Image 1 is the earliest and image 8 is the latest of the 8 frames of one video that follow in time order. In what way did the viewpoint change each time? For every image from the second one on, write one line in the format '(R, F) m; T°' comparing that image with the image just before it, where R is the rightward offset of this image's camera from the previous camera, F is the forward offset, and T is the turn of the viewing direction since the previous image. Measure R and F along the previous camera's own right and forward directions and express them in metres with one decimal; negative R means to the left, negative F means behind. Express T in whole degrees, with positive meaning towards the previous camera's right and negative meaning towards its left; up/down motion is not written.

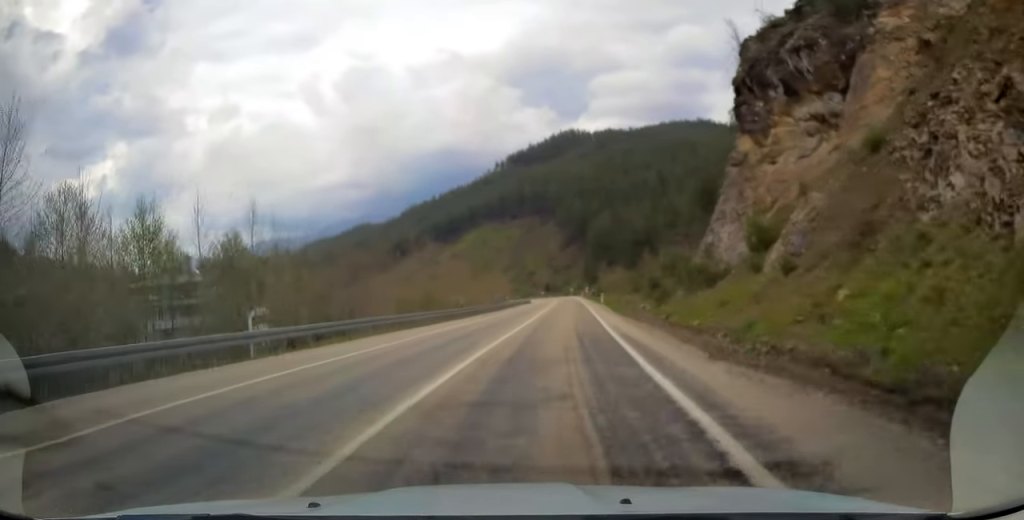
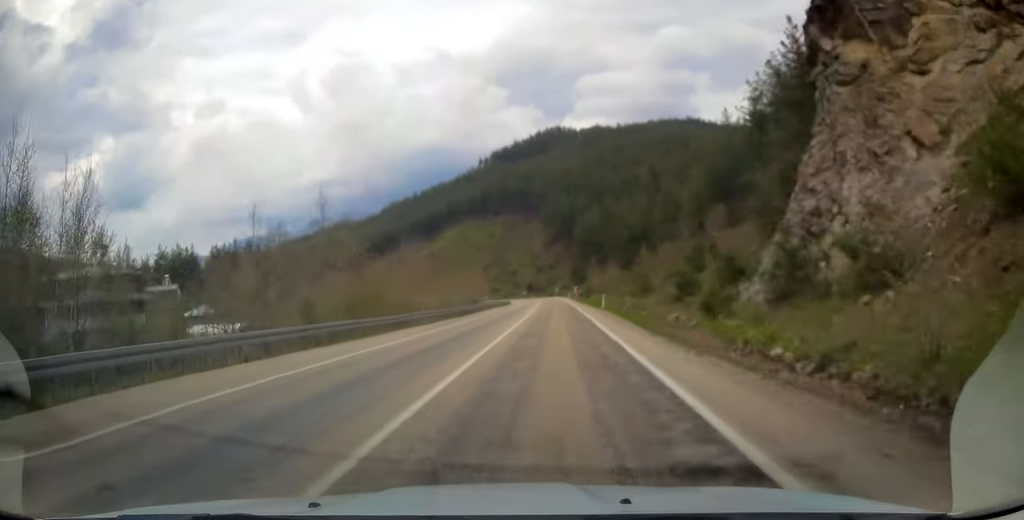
(+0.4, +16.5) m; +2°
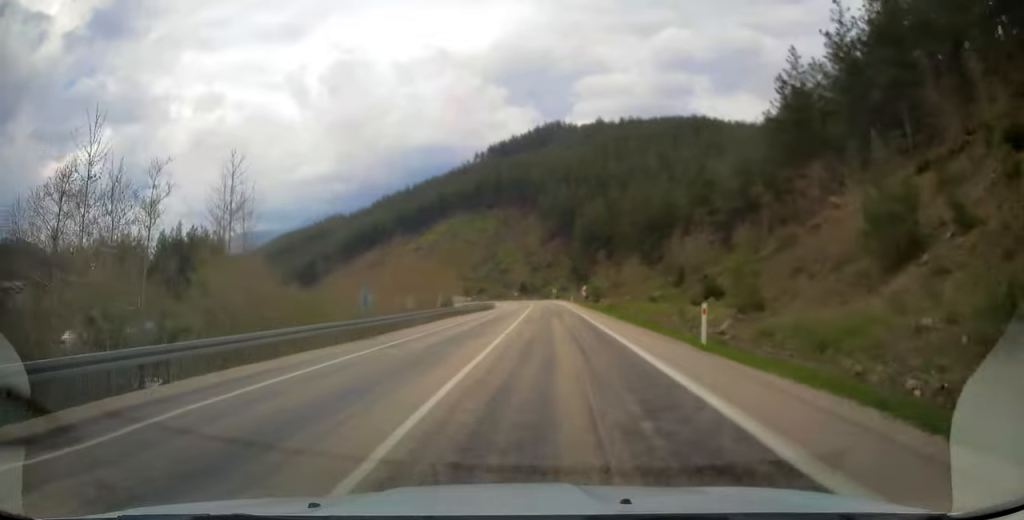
(+0.4, +28.1) m; +1°
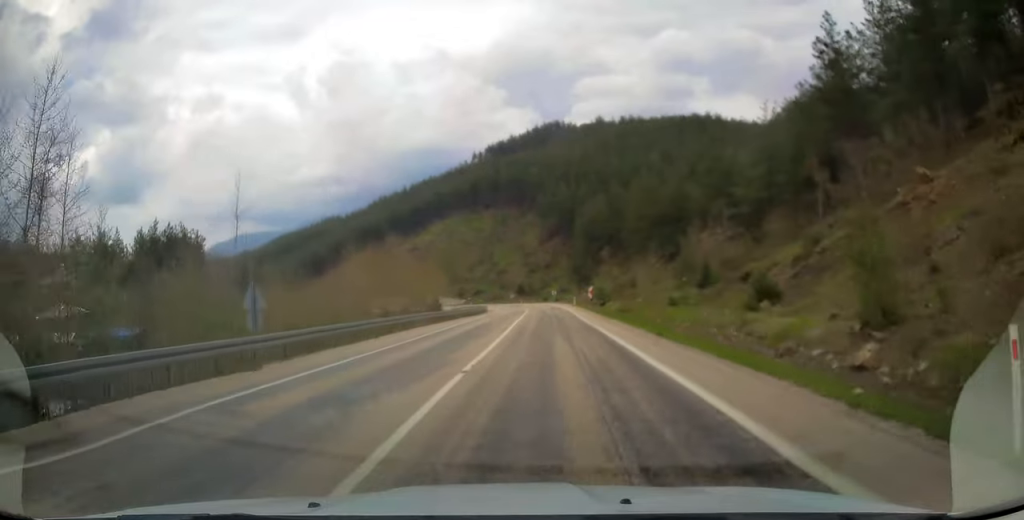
(+0.1, +10.0) m; 0°
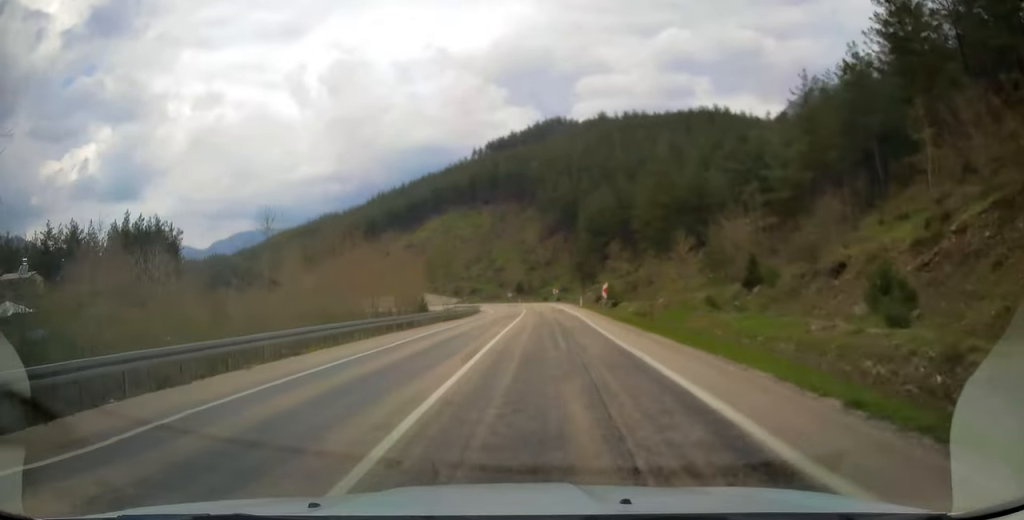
(0.0, +11.6) m; 0°
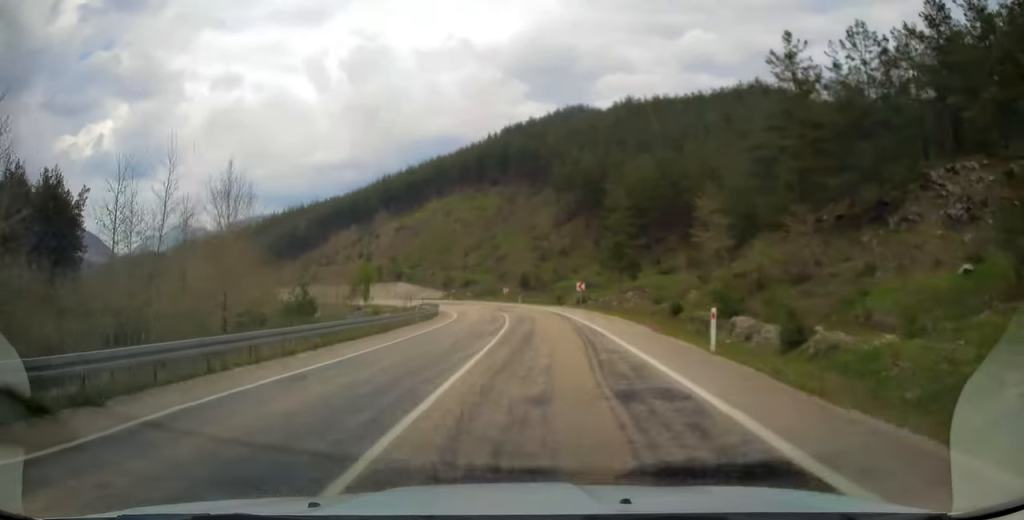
(-0.7, +41.9) m; -2°
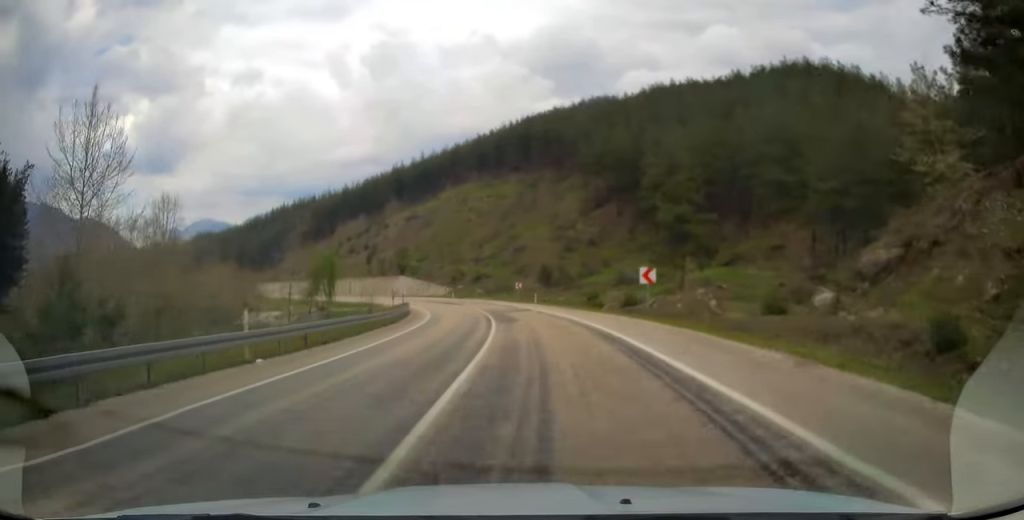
(-0.1, +22.8) m; -2°
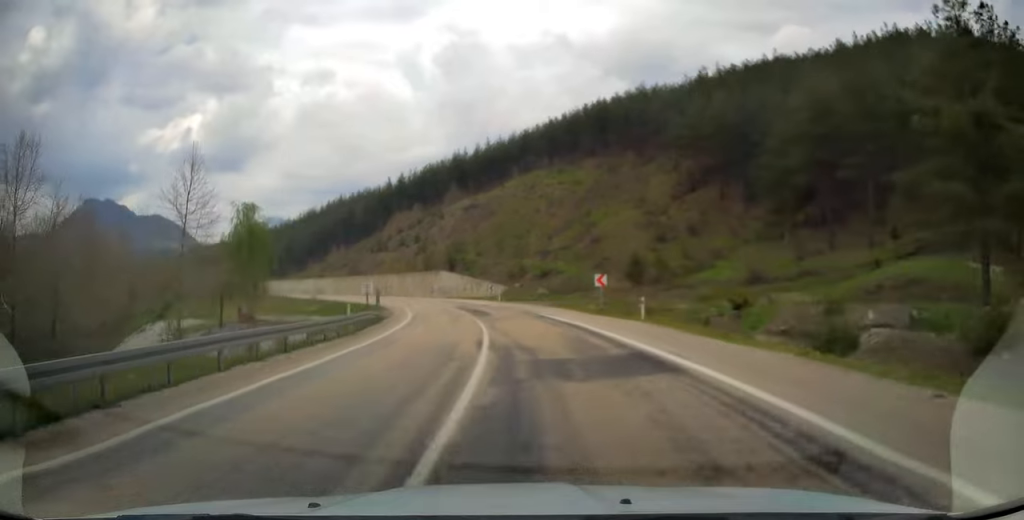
(-1.3, +30.6) m; -7°
